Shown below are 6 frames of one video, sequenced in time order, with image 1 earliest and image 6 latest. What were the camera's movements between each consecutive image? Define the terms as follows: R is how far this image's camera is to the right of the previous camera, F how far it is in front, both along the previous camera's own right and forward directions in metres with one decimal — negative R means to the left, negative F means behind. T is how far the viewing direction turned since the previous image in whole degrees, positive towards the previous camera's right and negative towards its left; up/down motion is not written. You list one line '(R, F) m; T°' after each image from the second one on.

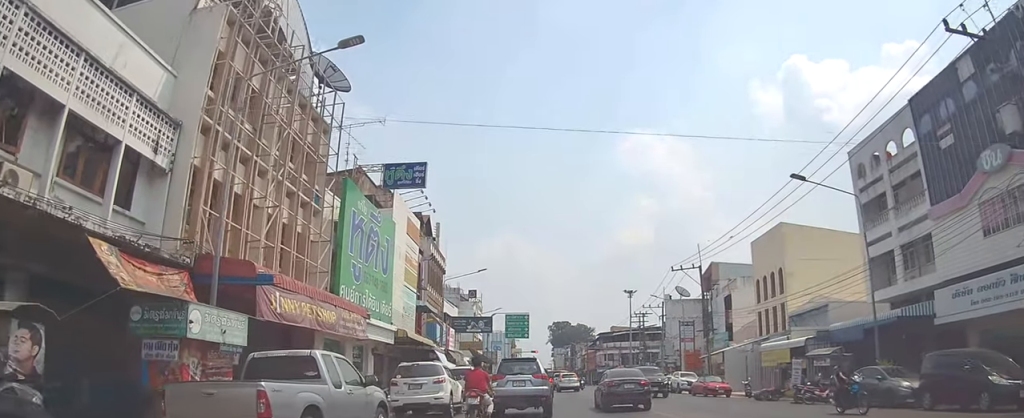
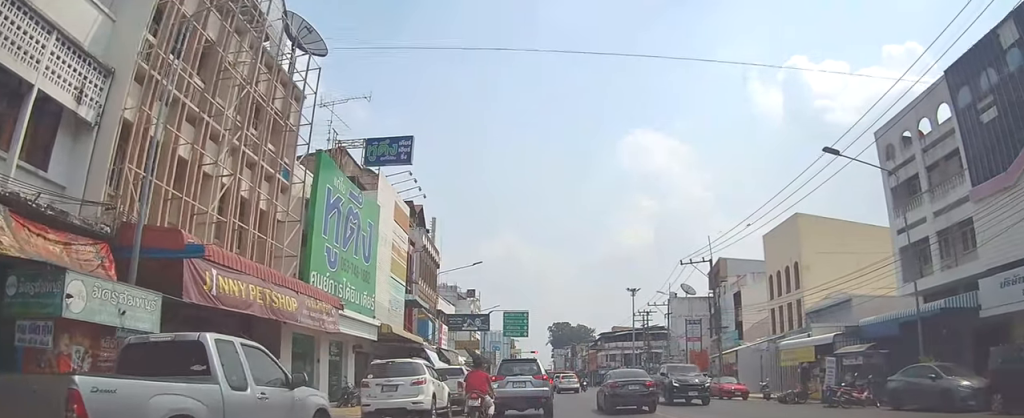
(0.0, +3.1) m; 0°
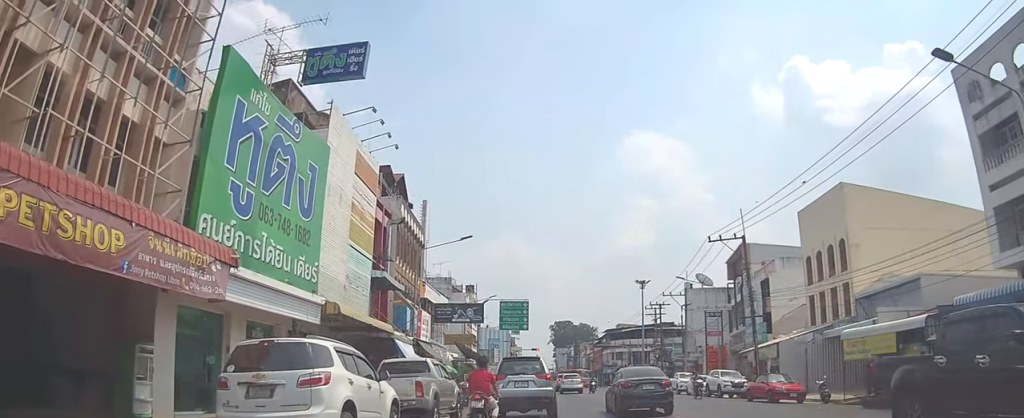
(0.0, +7.3) m; 0°
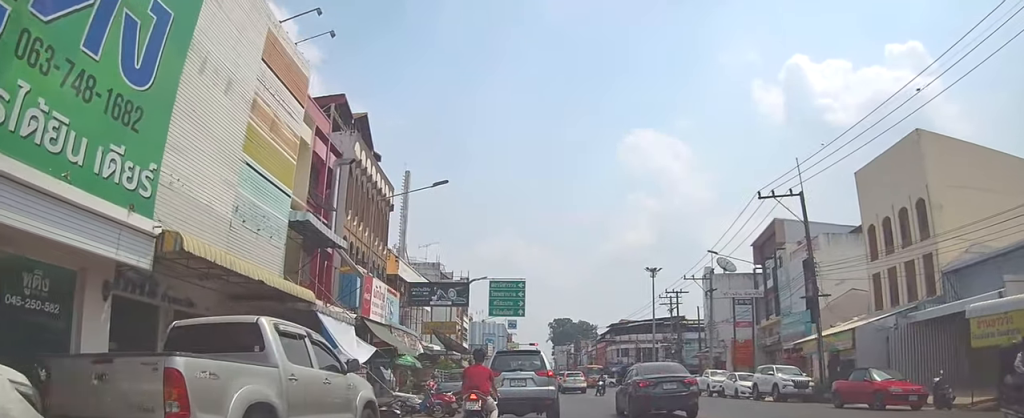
(-0.2, +9.3) m; -3°
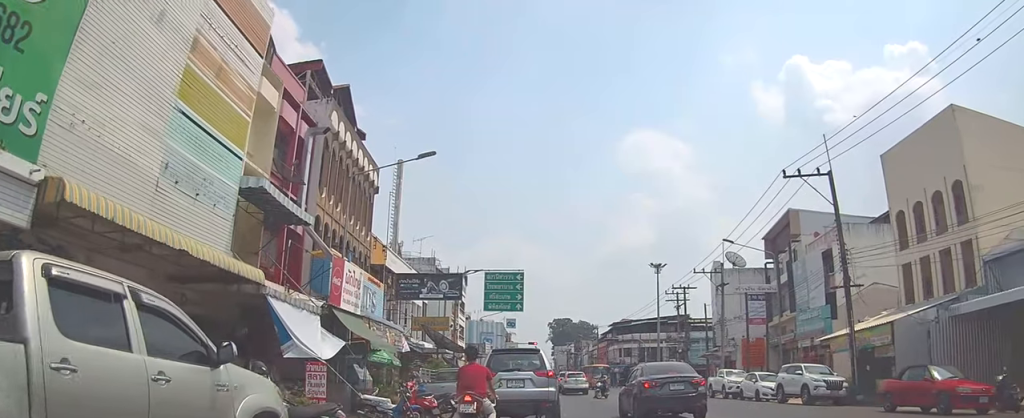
(0.0, +3.6) m; +1°
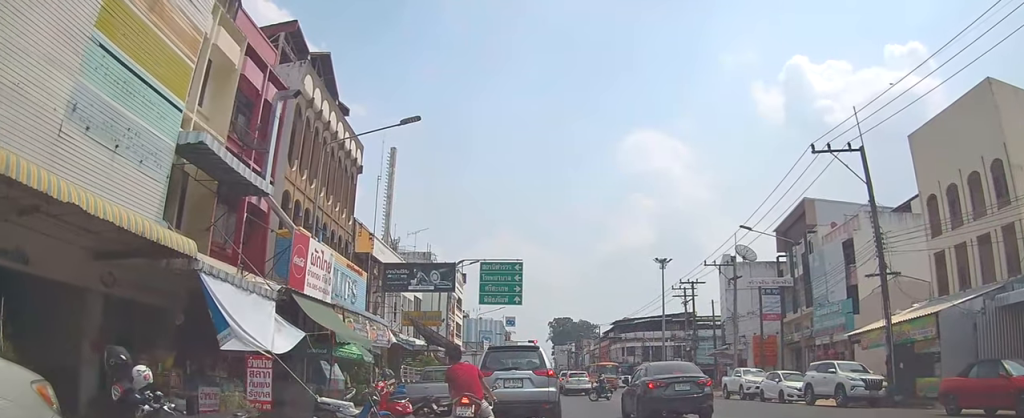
(-0.2, +3.8) m; +5°
